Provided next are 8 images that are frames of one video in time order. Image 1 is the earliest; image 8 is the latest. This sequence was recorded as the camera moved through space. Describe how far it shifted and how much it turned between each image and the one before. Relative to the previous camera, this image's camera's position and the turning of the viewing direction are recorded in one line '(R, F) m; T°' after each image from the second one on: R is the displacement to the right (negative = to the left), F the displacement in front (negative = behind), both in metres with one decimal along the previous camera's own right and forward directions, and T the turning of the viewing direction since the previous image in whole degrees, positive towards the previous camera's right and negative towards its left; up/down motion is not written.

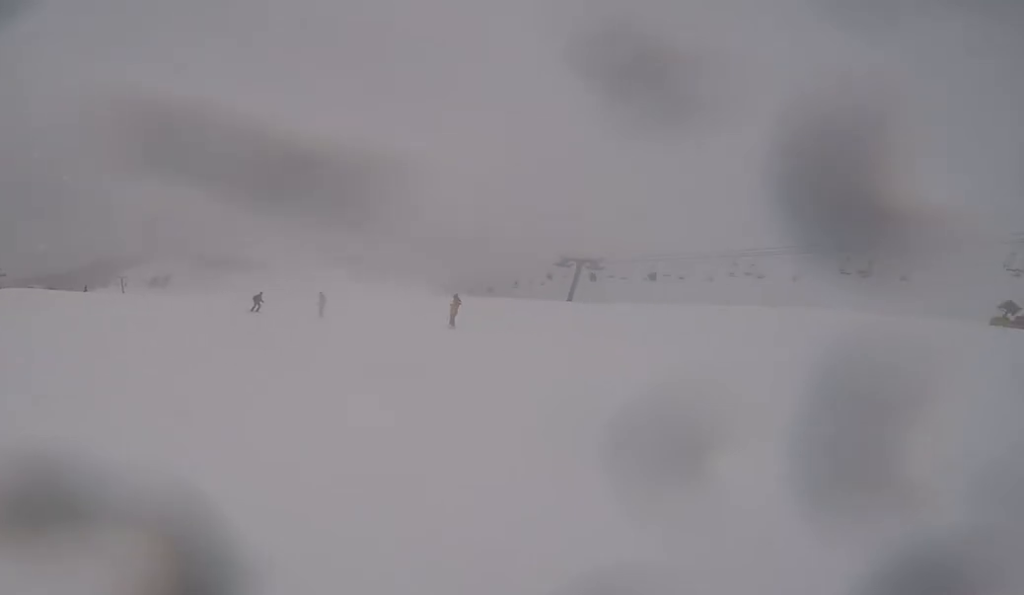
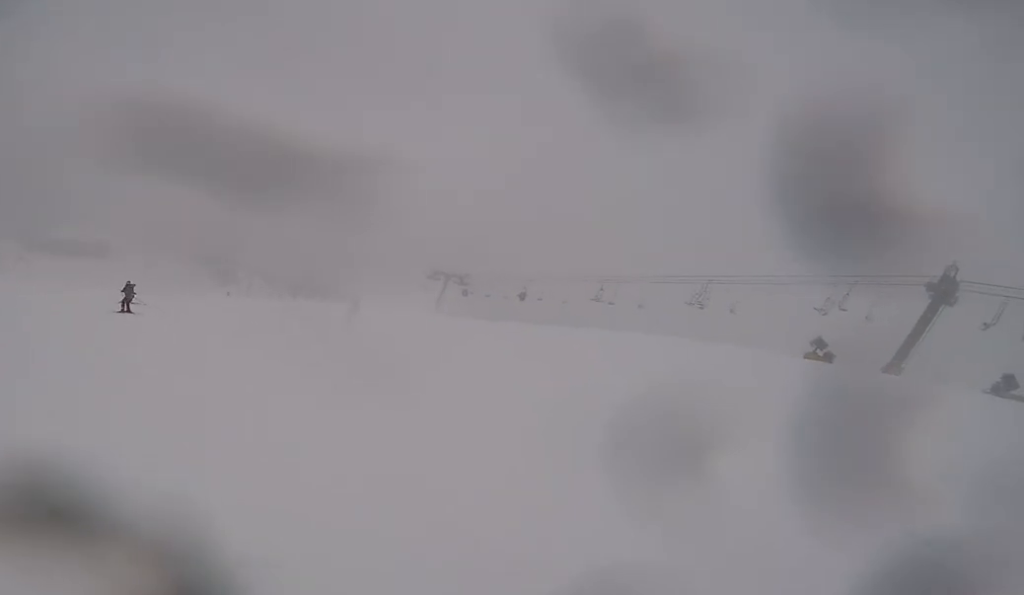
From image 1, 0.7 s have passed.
(+0.7, +3.1) m; +18°
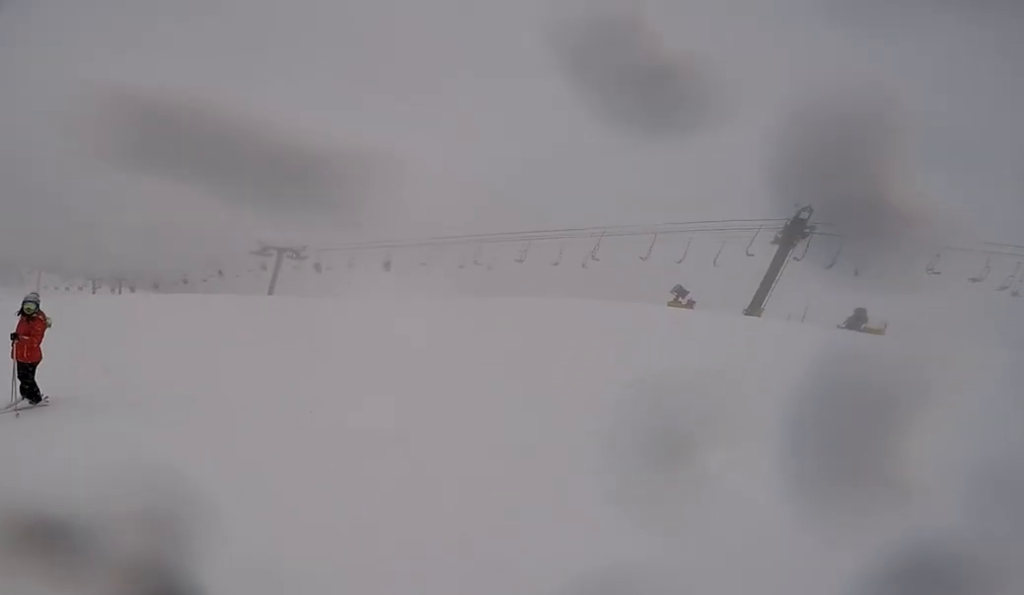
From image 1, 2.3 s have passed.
(+1.5, +8.1) m; +10°
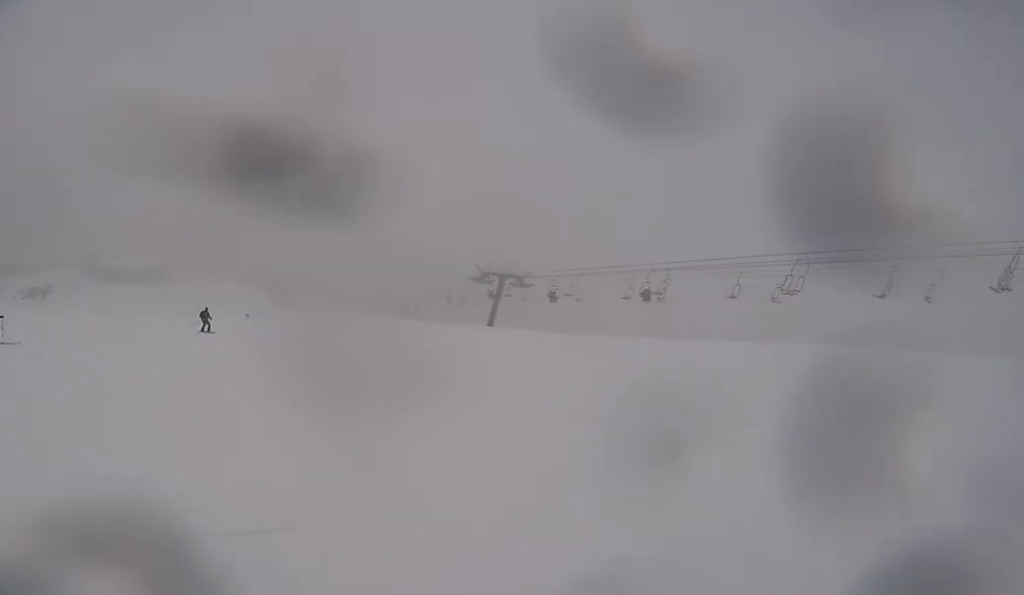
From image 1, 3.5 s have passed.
(-0.6, +6.1) m; -24°
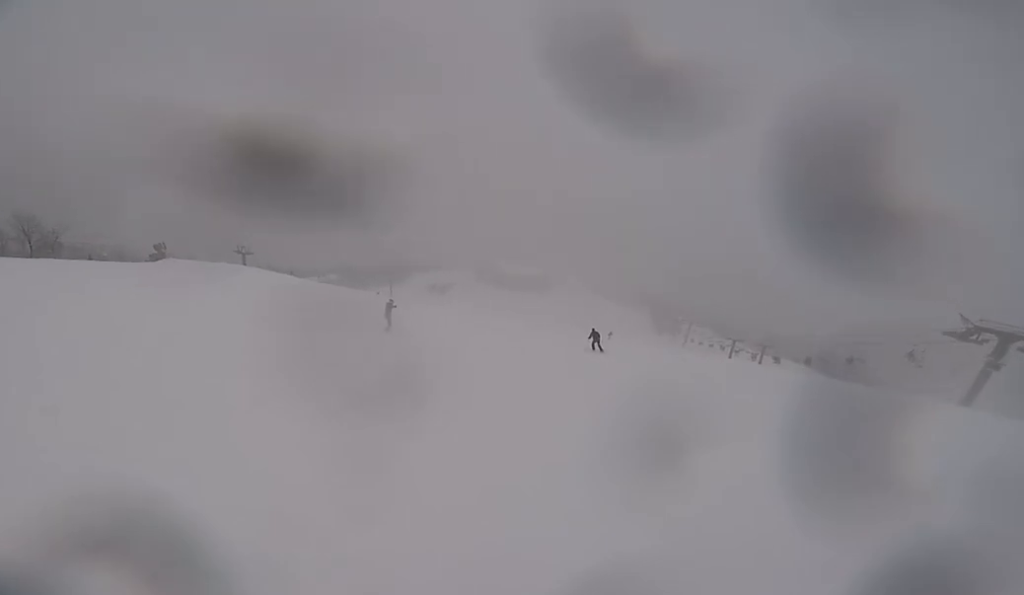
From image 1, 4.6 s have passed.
(-1.6, +4.9) m; -42°
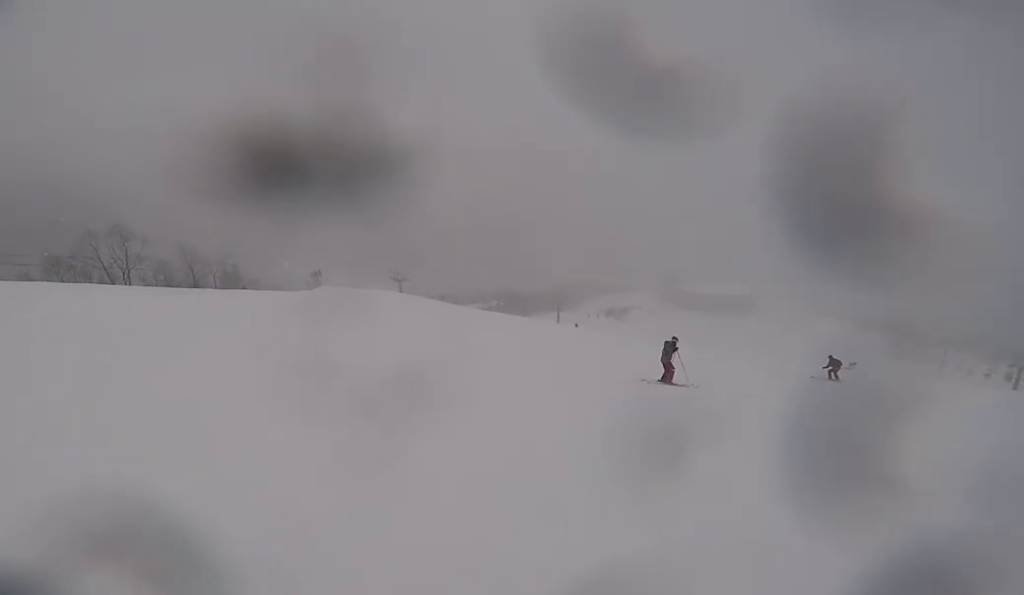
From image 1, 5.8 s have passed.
(-2.7, +6.0) m; -30°
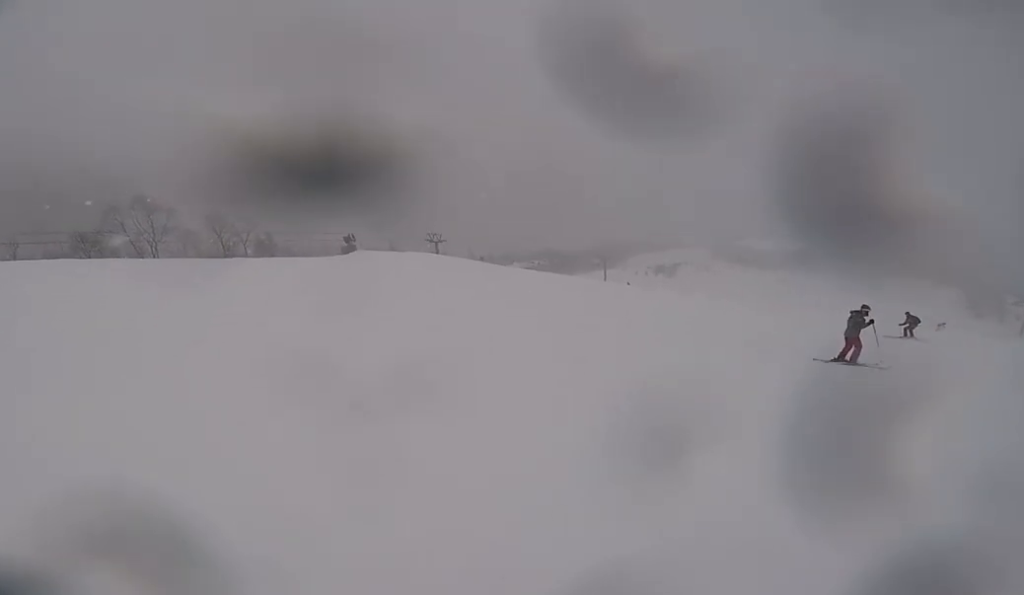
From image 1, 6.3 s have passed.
(+0.1, +2.7) m; -6°
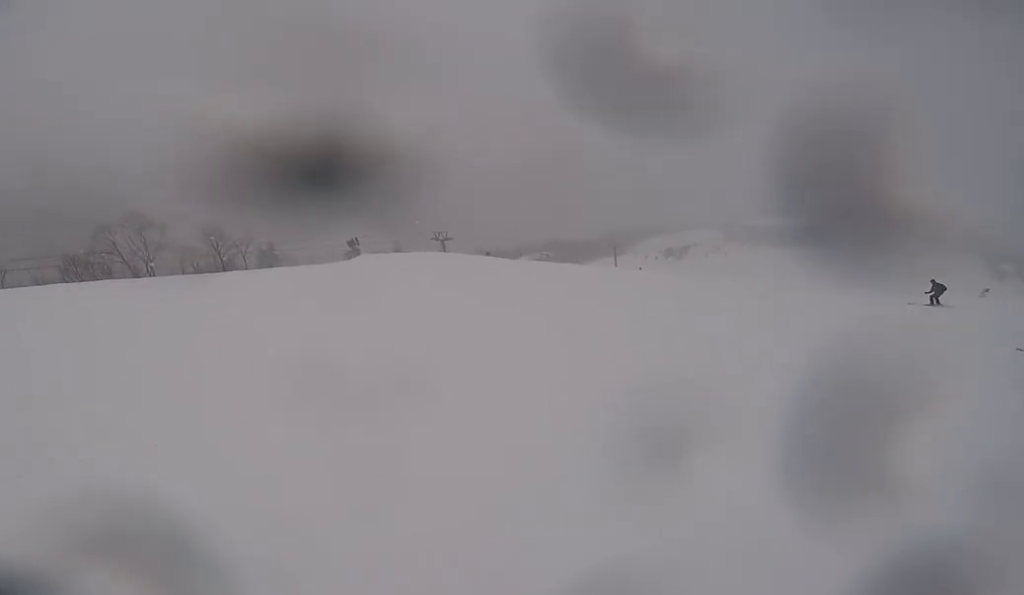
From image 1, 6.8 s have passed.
(-0.3, +2.7) m; +1°
